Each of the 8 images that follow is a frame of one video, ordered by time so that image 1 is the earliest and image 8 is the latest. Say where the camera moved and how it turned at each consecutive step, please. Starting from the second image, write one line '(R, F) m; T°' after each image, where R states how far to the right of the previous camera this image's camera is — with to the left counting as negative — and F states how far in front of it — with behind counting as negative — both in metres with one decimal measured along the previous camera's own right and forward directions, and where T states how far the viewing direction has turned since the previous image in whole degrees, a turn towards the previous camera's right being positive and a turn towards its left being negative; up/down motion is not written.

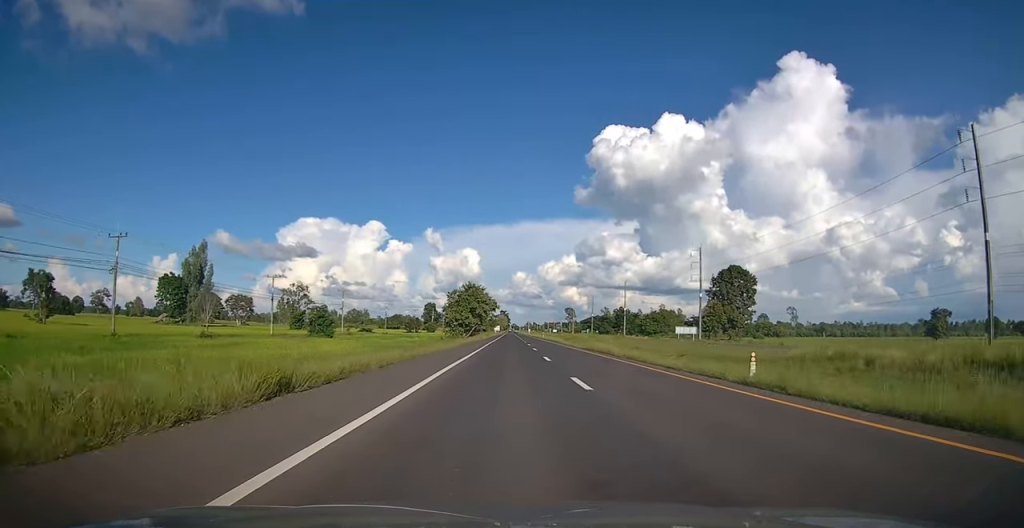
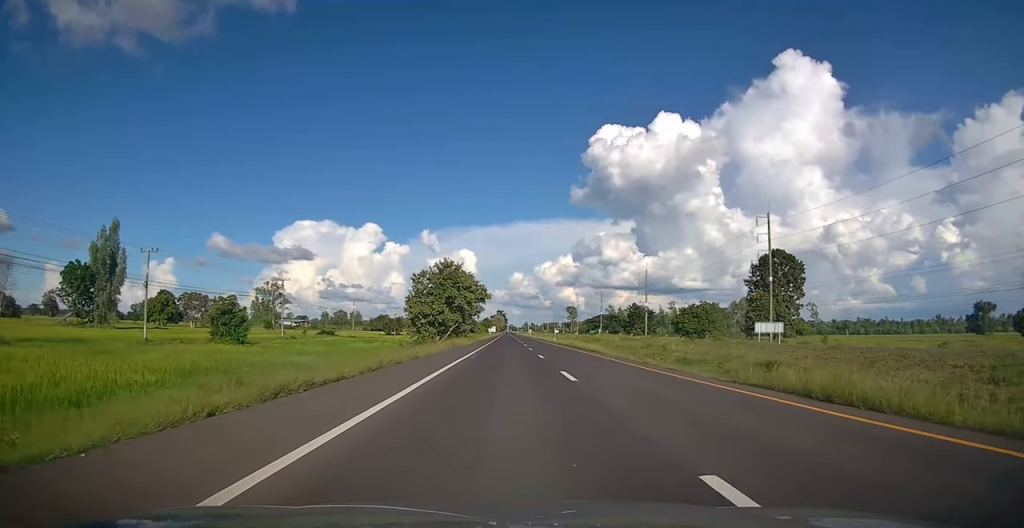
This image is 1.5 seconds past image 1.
(-0.1, +34.3) m; 0°
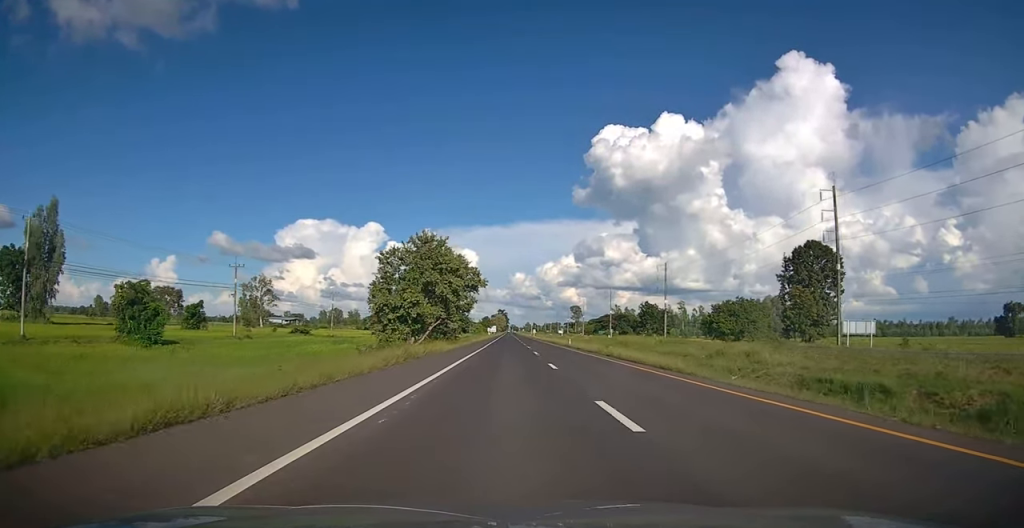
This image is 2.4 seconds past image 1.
(+0.3, +18.7) m; 0°
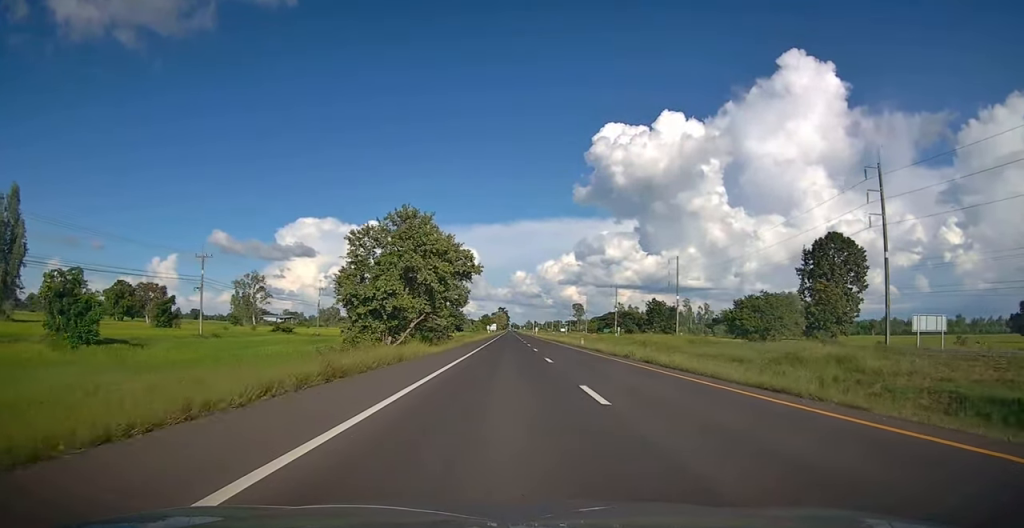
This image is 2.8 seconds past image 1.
(-0.1, +9.7) m; 0°
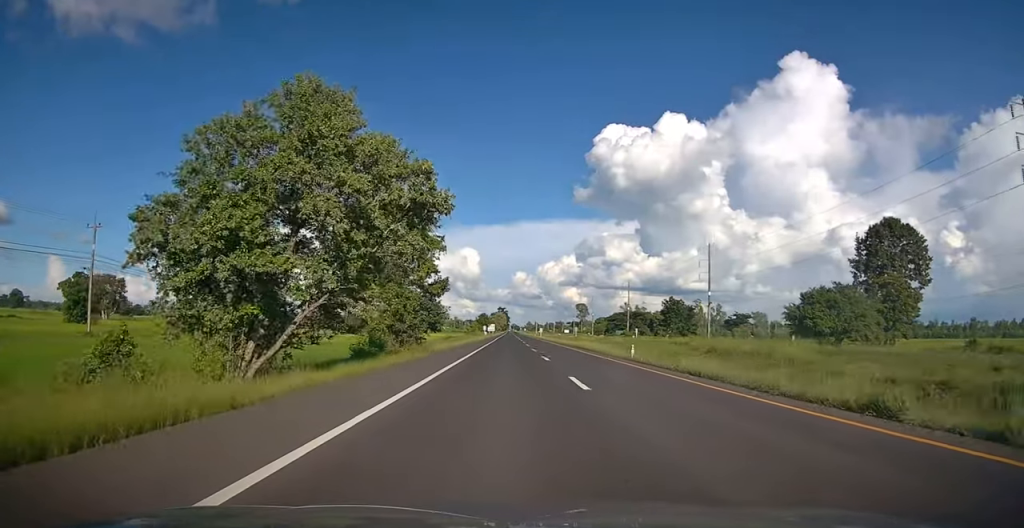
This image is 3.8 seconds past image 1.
(-0.2, +21.7) m; 0°
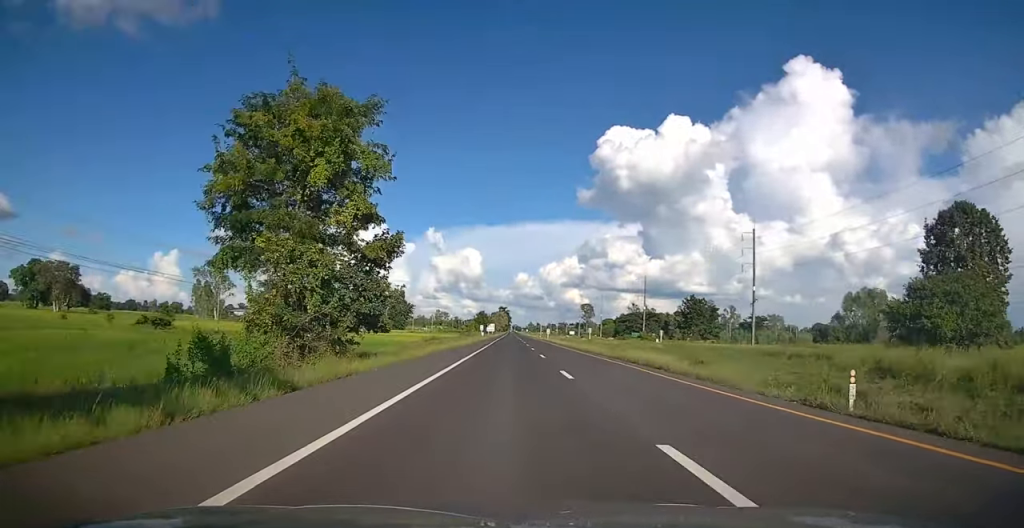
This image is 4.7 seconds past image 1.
(+0.1, +20.6) m; 0°
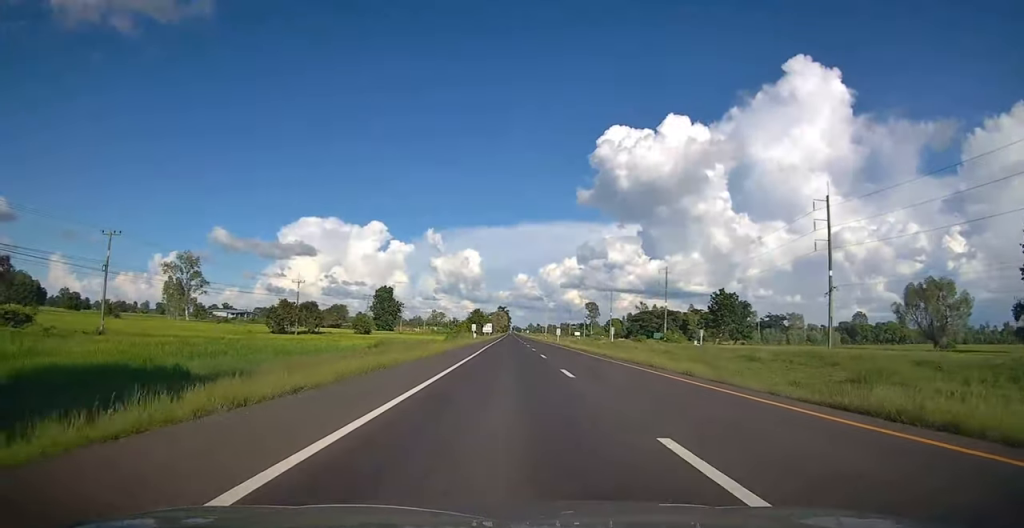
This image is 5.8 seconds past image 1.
(-0.1, +24.3) m; 0°
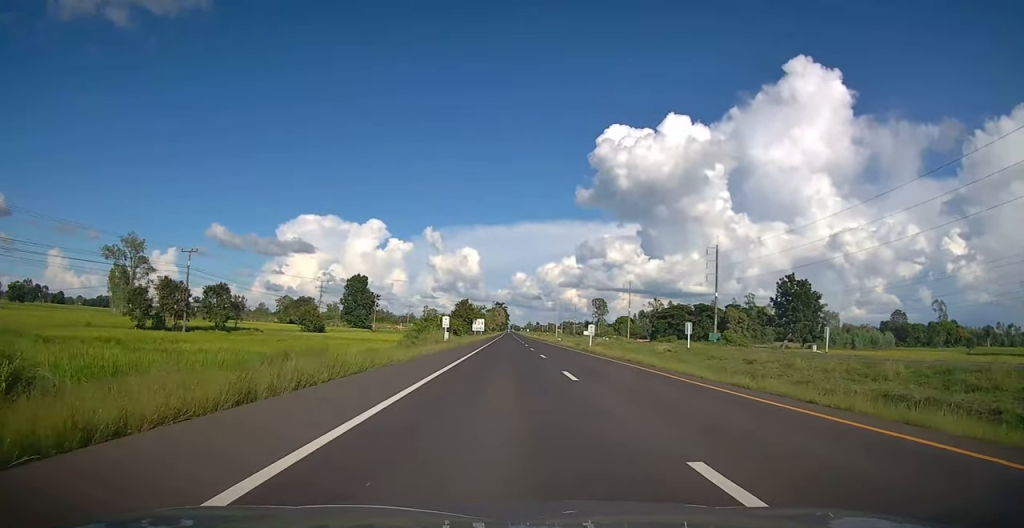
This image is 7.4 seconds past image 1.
(0.0, +37.2) m; 0°
